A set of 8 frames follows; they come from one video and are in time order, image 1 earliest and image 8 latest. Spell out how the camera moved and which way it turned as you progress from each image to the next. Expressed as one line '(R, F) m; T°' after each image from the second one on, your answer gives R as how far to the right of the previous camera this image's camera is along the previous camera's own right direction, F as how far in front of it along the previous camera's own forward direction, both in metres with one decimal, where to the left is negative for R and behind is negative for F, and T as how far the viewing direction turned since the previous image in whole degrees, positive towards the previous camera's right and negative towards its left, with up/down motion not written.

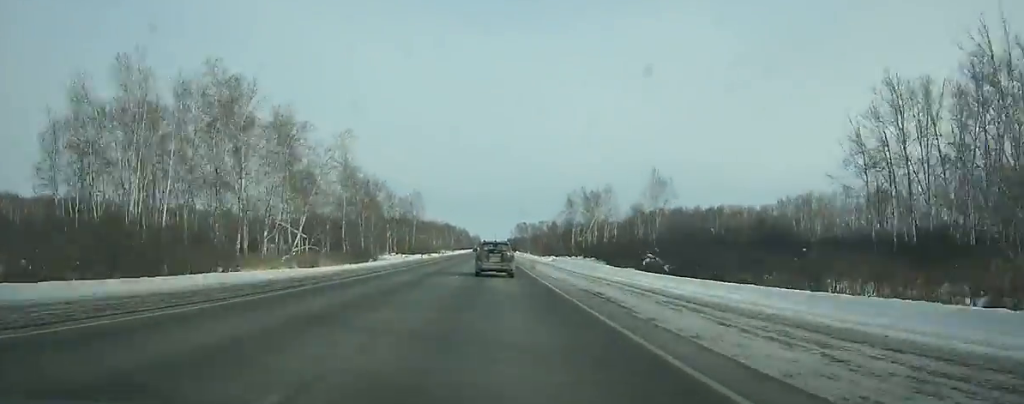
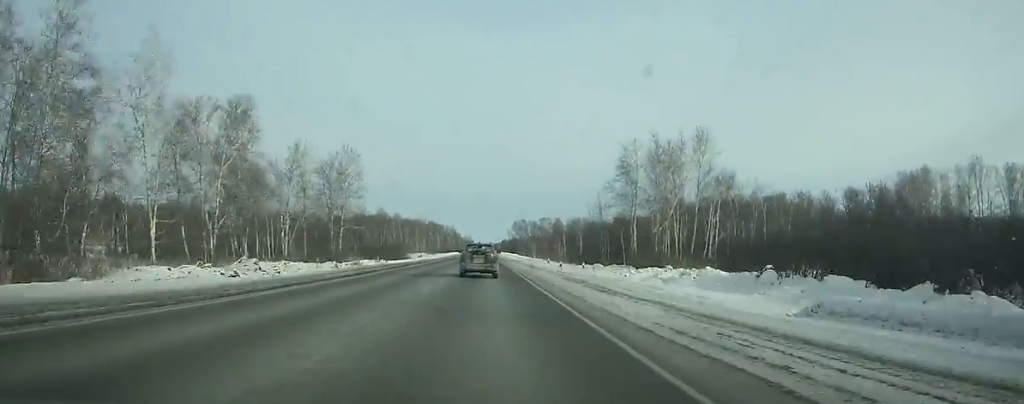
(+0.3, +67.9) m; 0°
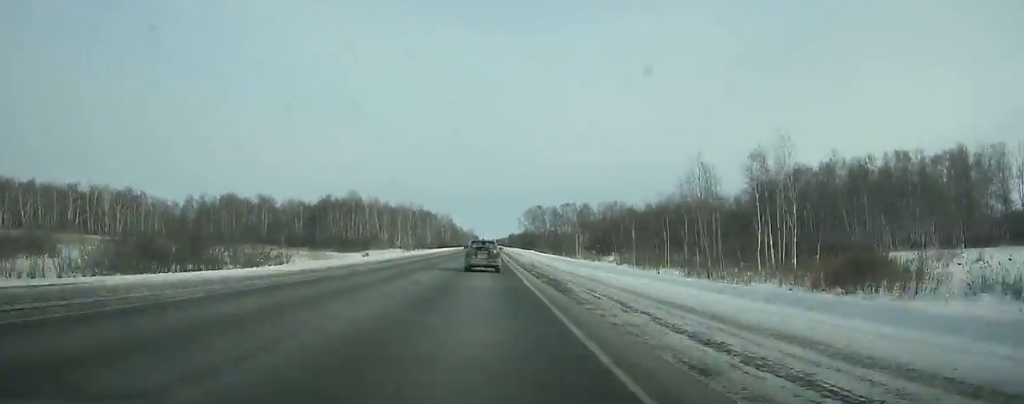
(-0.1, +88.5) m; 0°
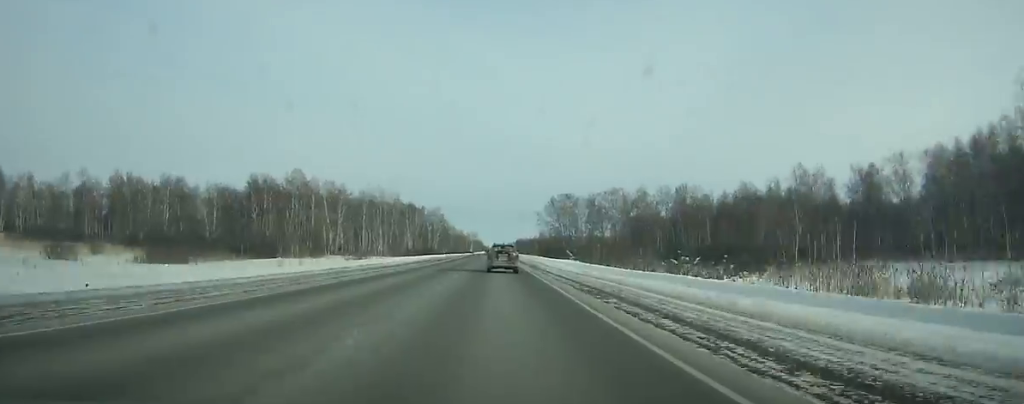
(-0.2, +90.7) m; 0°
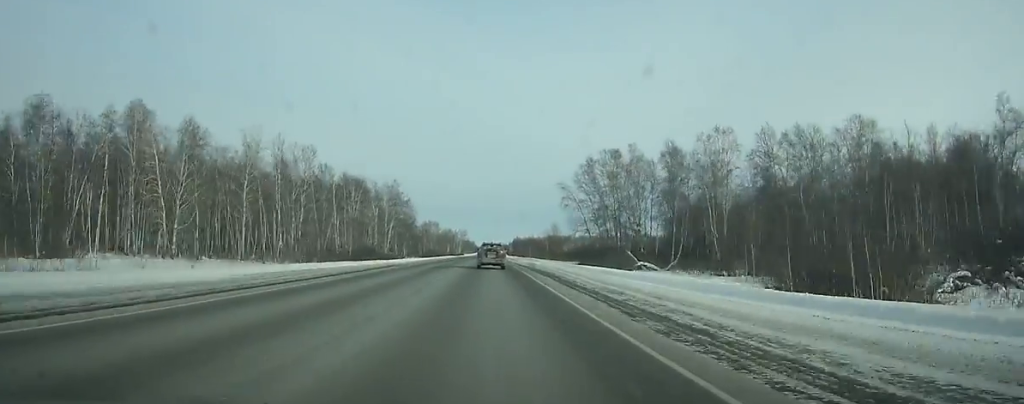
(+0.2, +90.8) m; 0°
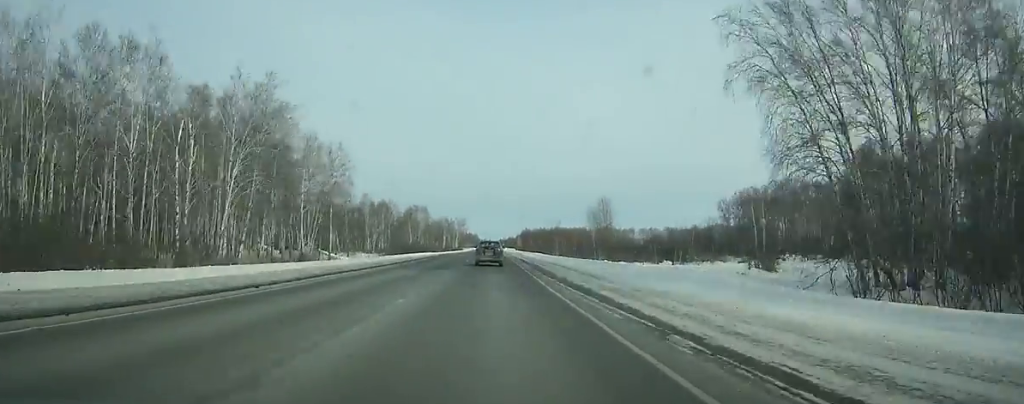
(-0.2, +83.4) m; 0°
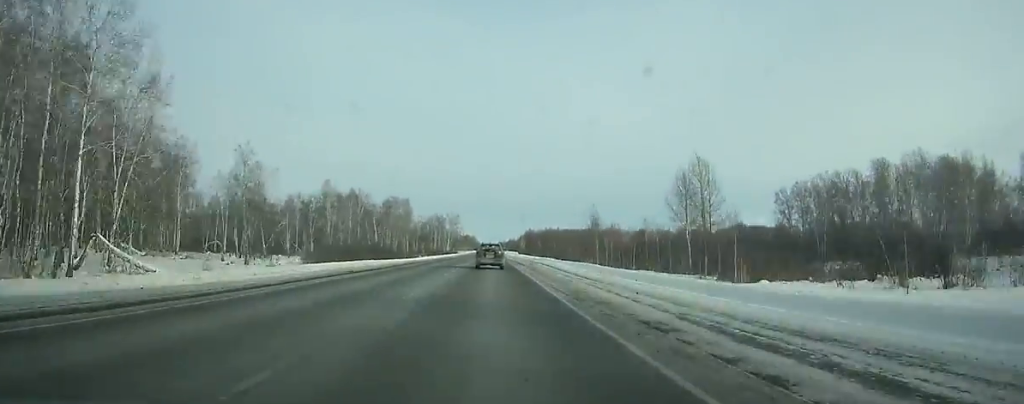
(0.0, +57.6) m; 0°
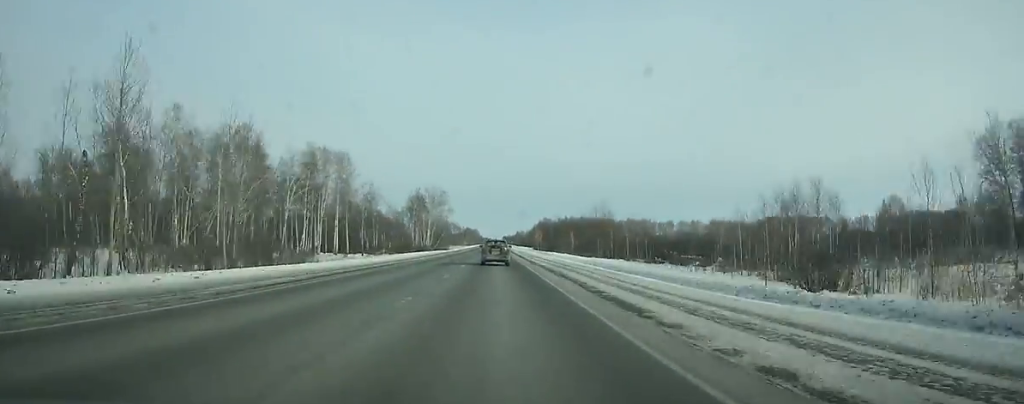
(0.0, +100.0) m; 0°
